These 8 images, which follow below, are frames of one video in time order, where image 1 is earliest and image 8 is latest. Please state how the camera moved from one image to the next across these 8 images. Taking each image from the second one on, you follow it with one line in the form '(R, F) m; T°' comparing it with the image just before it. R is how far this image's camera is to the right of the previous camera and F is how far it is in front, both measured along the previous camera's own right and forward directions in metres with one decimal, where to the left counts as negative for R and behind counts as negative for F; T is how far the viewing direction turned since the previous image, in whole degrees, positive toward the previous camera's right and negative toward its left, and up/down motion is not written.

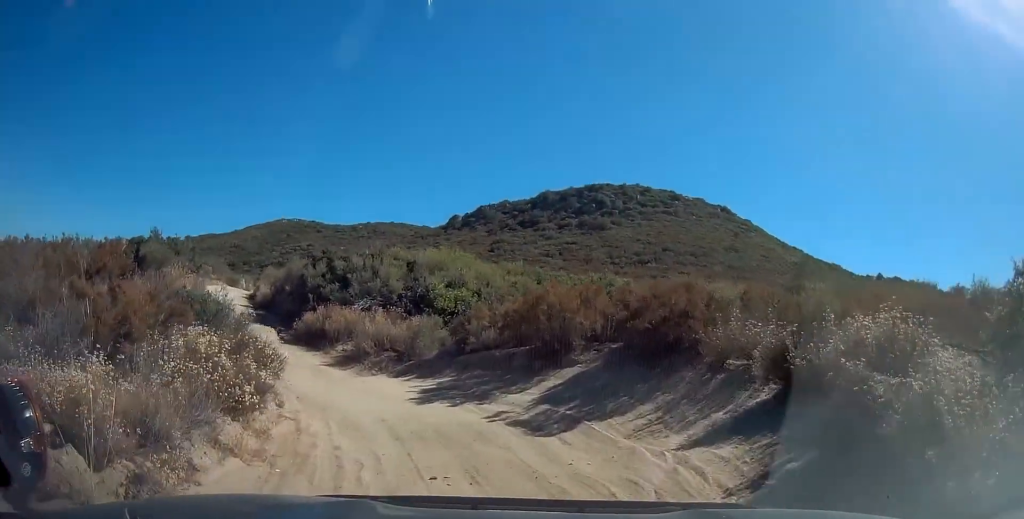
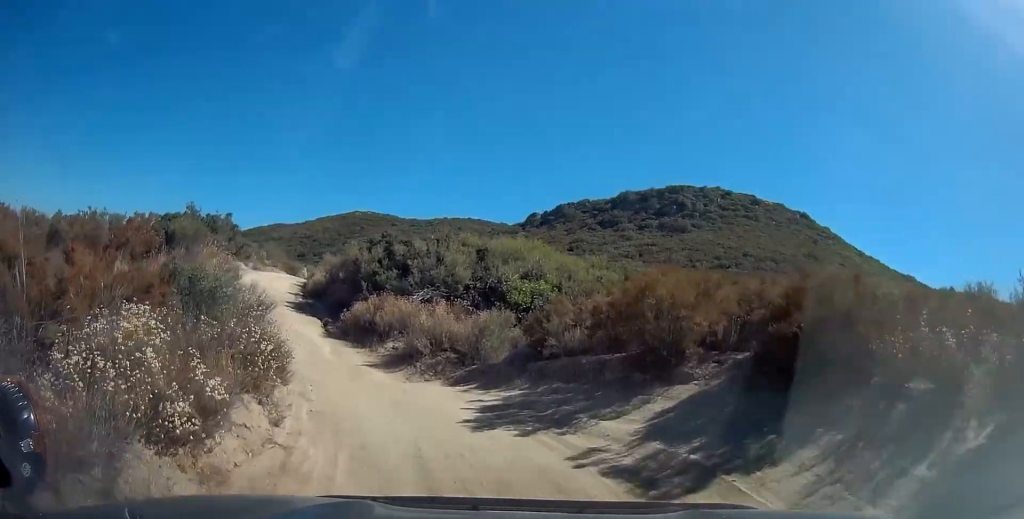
(-0.4, +3.3) m; -7°
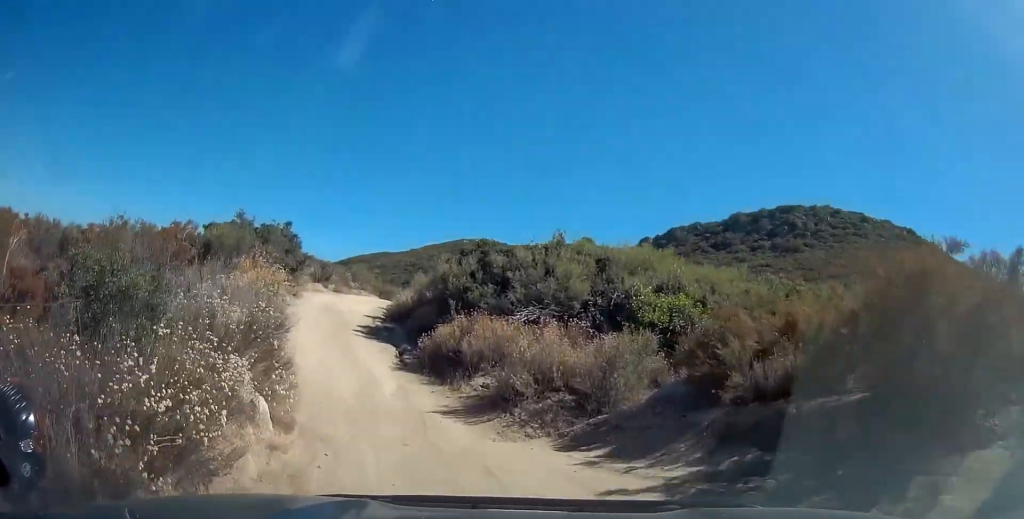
(-0.4, +4.7) m; -9°
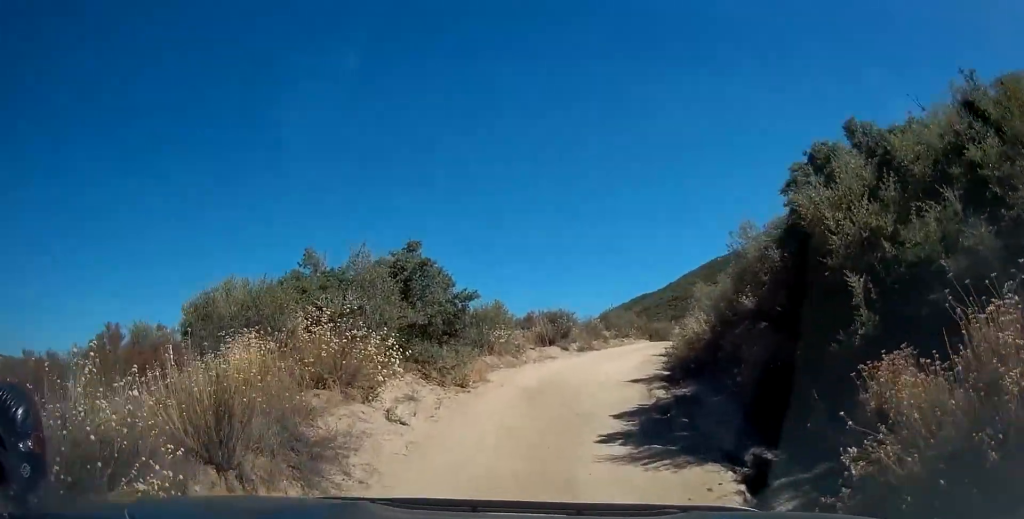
(-2.6, +12.6) m; -25°
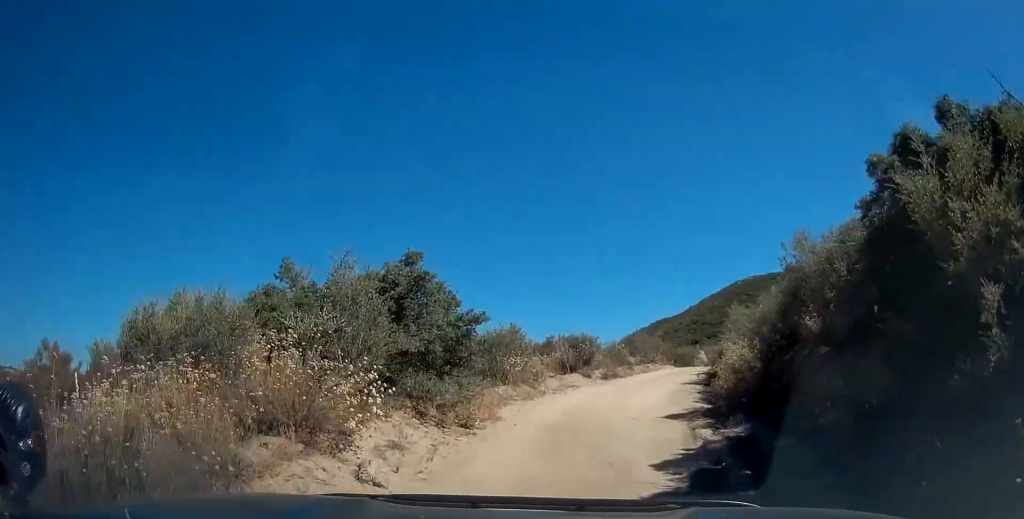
(-0.1, +2.2) m; -5°
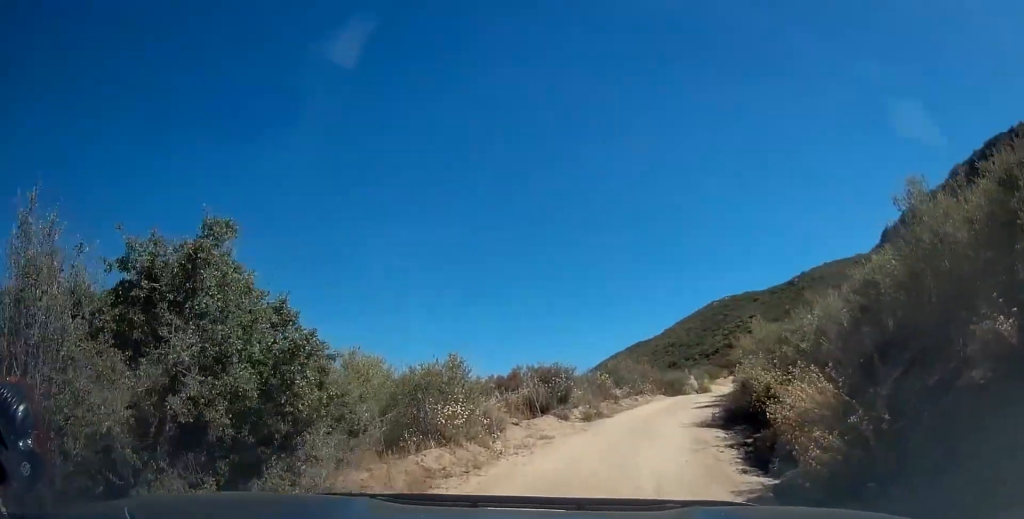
(+0.2, +5.3) m; +8°
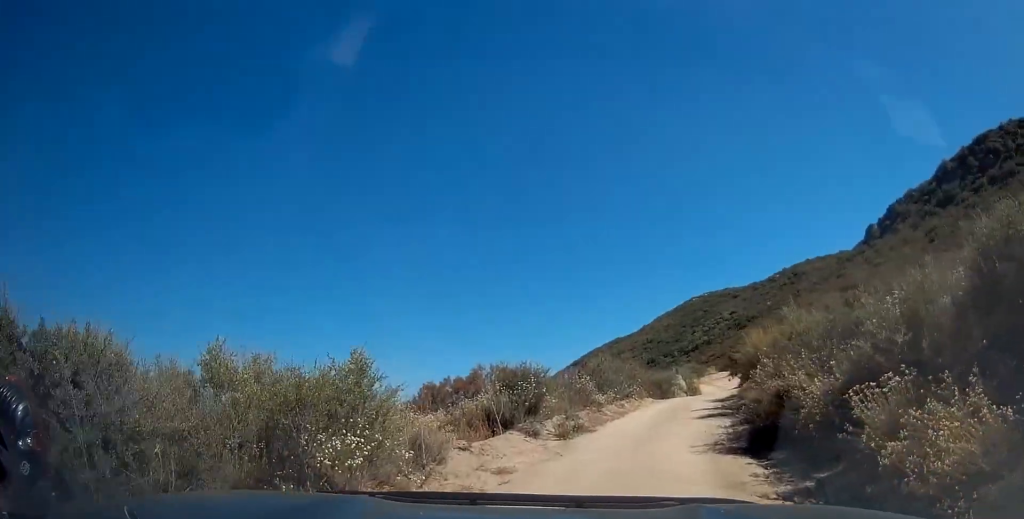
(+0.5, +3.8) m; +1°
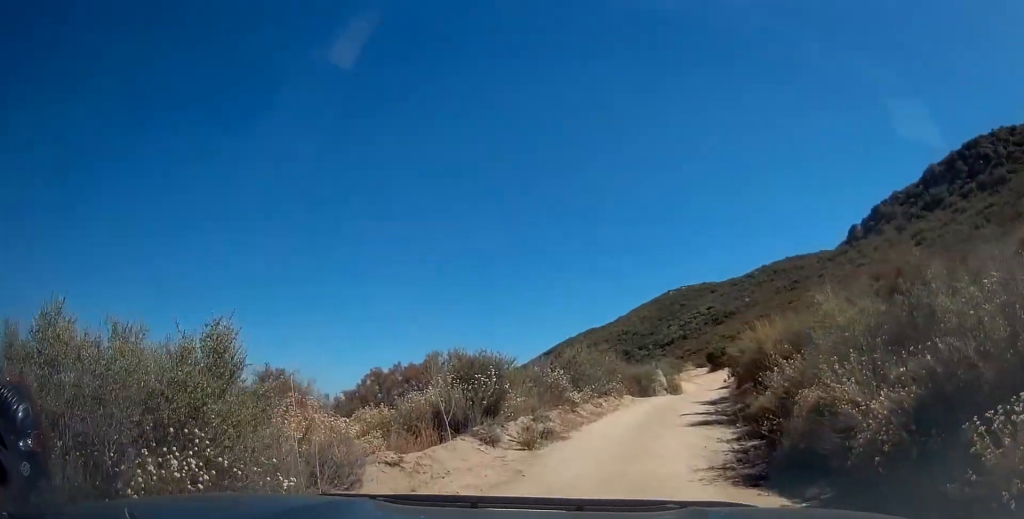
(-0.3, +2.7) m; -3°
